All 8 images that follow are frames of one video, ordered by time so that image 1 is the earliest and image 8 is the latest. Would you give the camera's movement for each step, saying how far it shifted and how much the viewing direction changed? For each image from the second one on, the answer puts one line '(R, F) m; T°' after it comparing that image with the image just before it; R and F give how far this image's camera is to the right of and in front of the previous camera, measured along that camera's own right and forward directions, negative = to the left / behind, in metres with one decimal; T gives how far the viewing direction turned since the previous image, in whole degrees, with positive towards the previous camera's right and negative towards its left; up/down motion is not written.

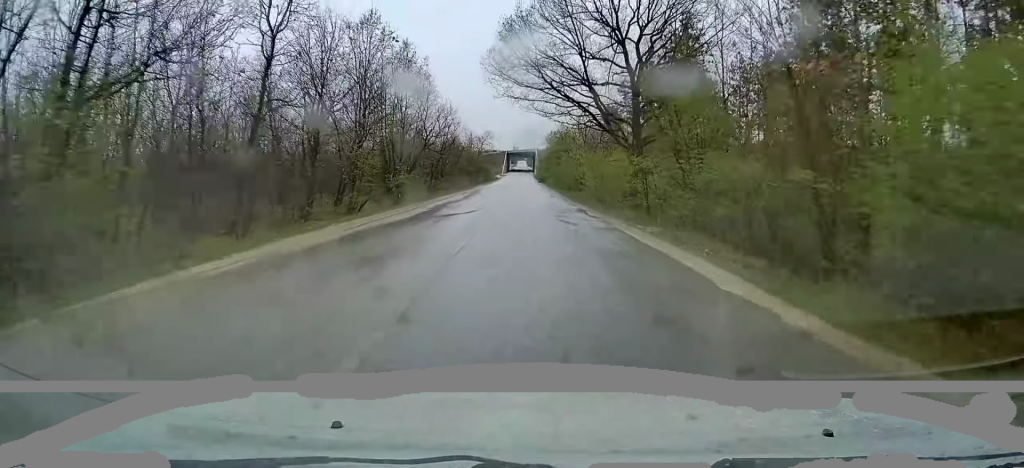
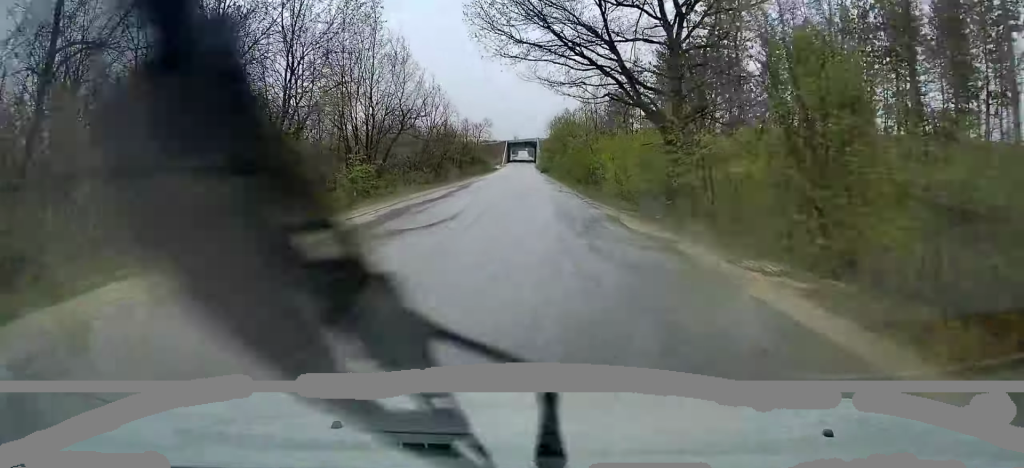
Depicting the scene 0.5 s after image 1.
(-0.1, +9.1) m; 0°
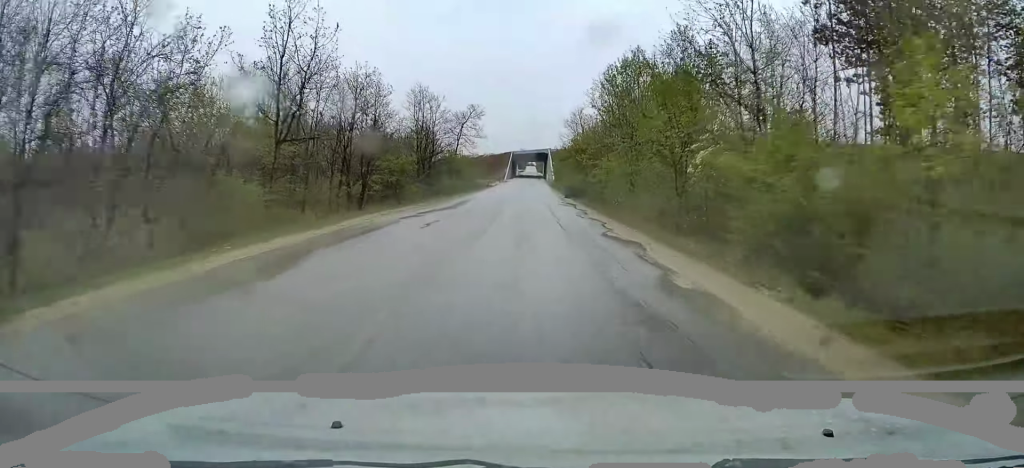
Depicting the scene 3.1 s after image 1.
(+0.7, +47.8) m; +1°
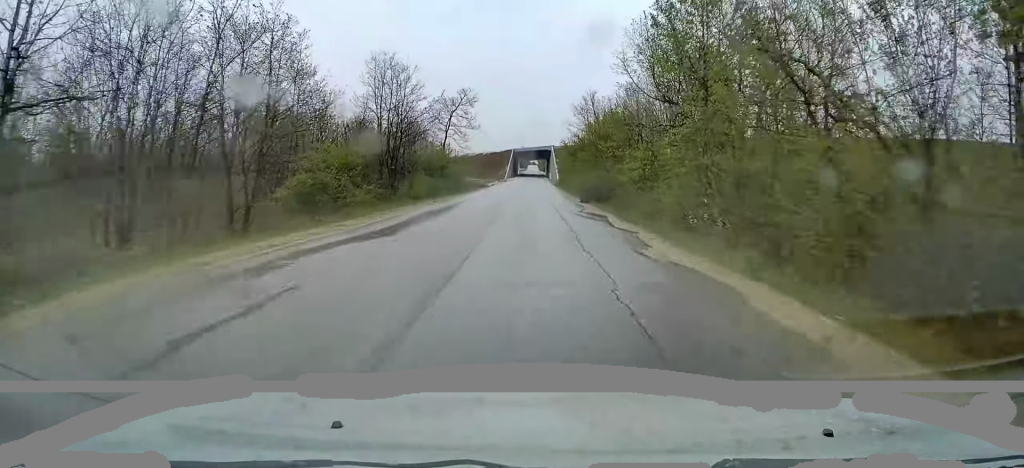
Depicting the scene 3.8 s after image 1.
(0.0, +12.5) m; -1°
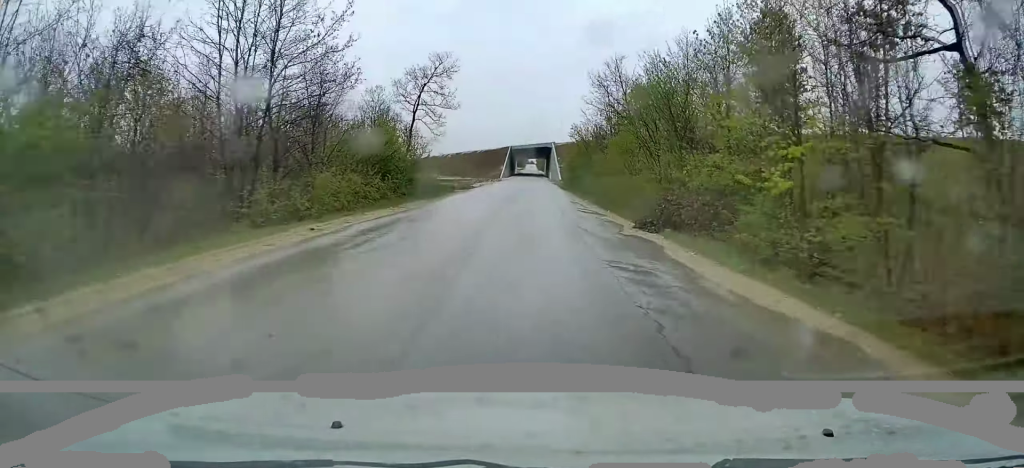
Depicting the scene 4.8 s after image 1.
(-0.2, +17.8) m; 0°
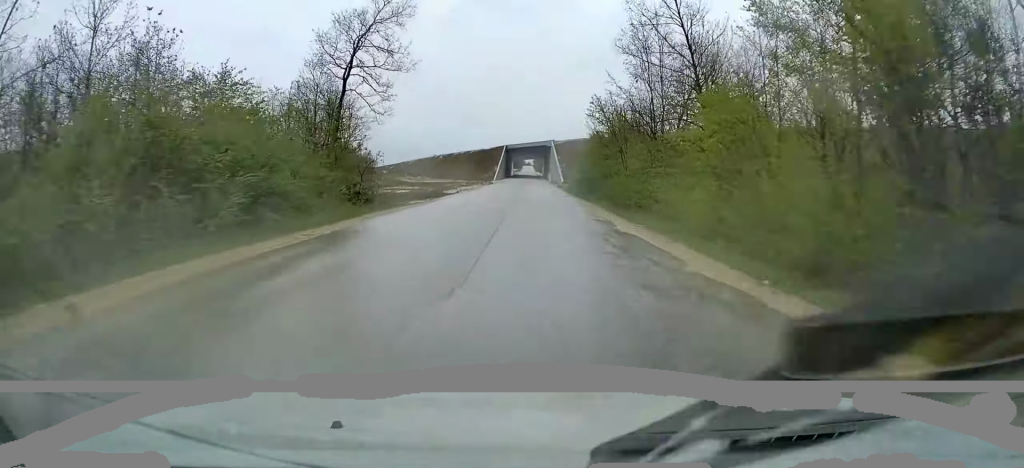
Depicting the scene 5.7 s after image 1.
(+0.3, +17.1) m; +1°
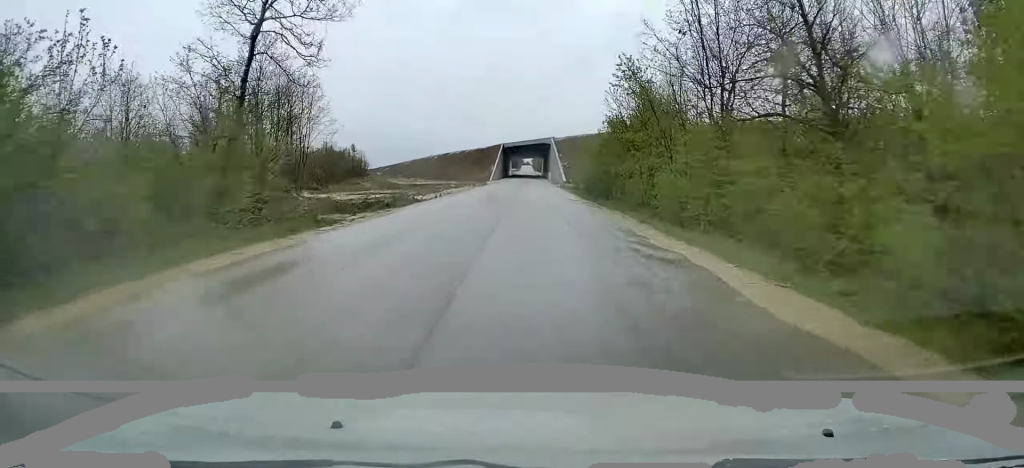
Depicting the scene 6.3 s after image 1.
(0.0, +10.1) m; -1°
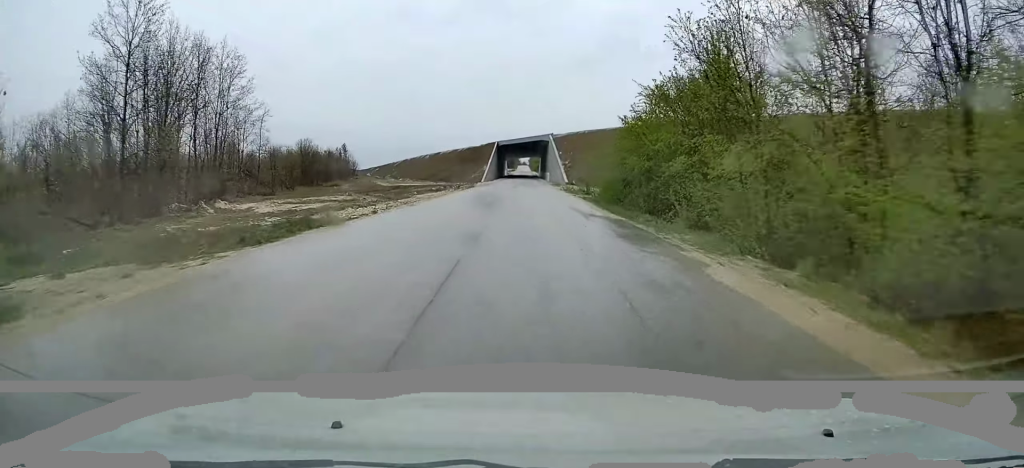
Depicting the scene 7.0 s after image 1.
(-0.2, +13.2) m; 0°
